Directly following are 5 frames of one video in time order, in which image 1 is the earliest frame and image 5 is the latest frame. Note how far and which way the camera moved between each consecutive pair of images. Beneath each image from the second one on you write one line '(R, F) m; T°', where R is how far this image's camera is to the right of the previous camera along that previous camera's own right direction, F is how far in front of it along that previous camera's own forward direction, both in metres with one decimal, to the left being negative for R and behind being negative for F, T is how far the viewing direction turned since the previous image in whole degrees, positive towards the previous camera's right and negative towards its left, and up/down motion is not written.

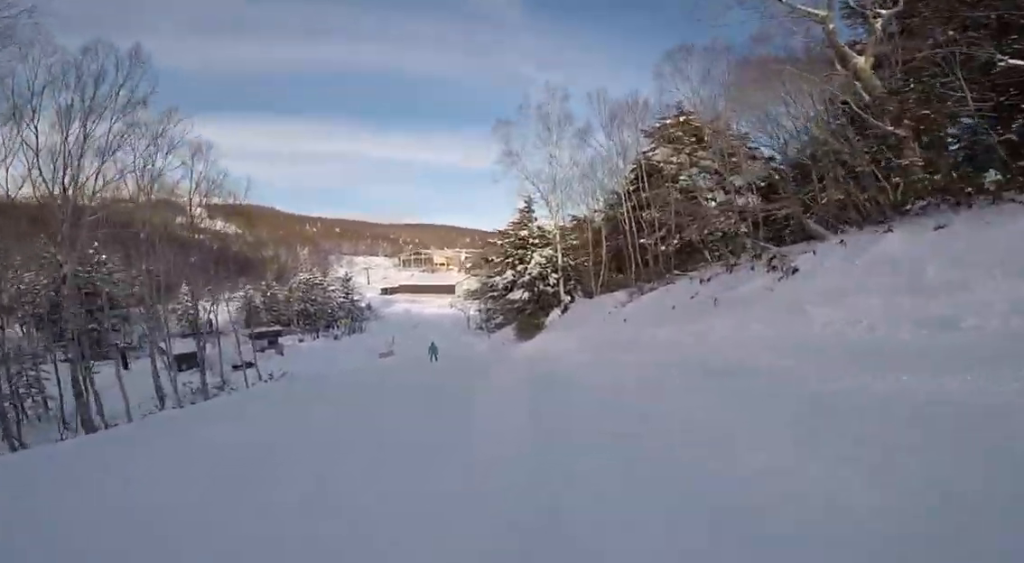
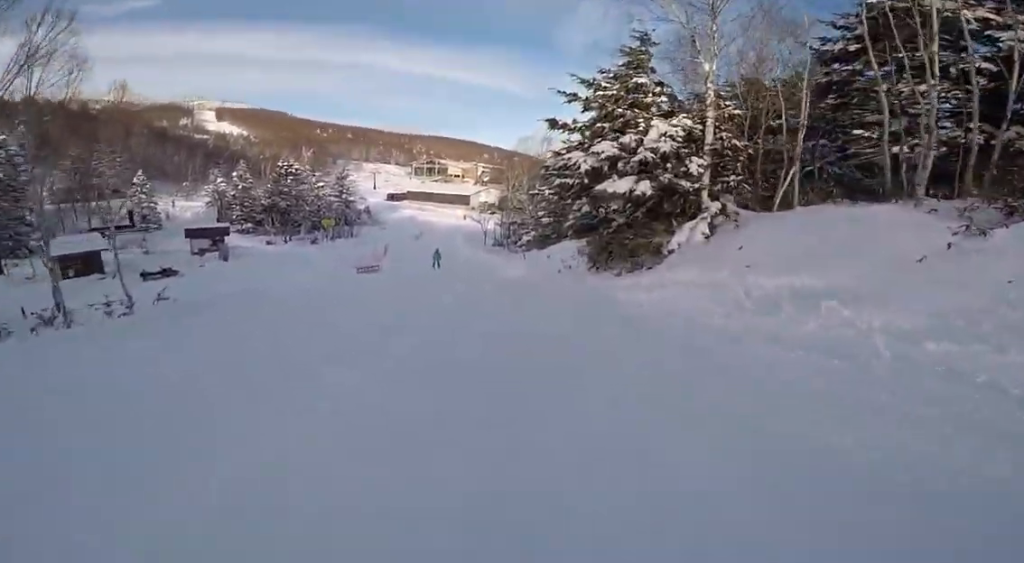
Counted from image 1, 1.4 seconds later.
(+0.4, +8.3) m; +4°
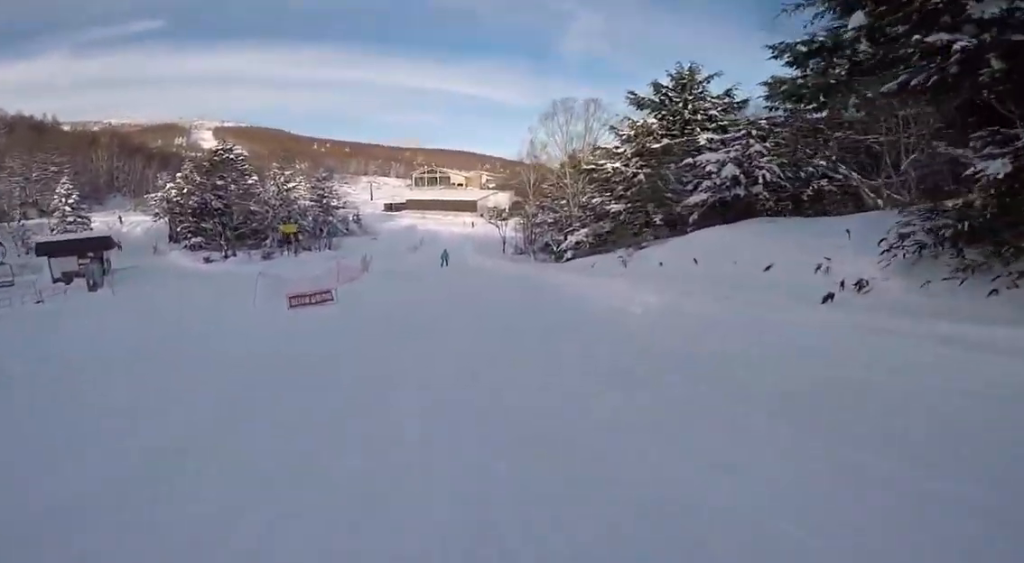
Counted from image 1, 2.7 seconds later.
(-0.7, +6.2) m; -7°
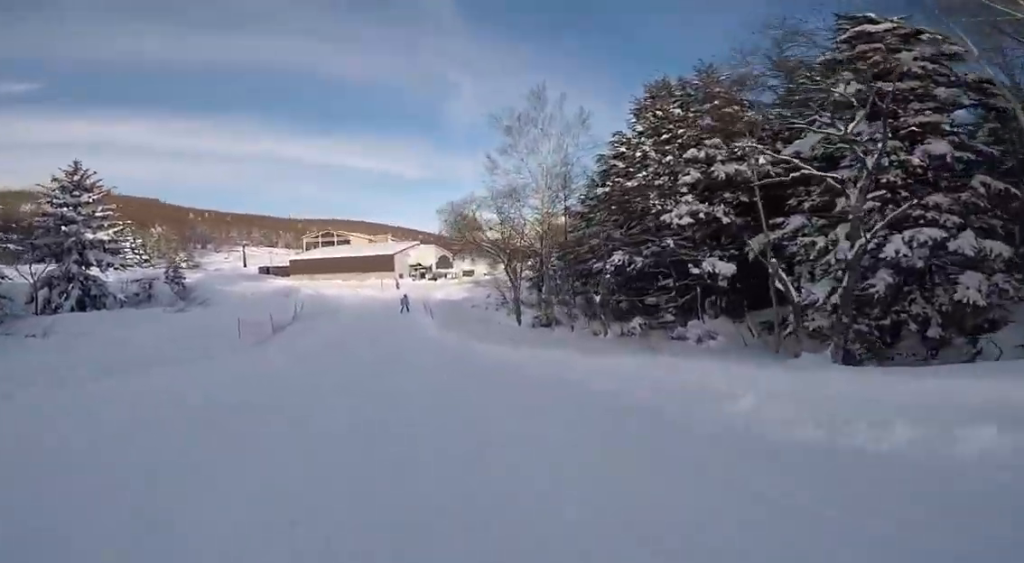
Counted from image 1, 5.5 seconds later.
(-0.1, +8.3) m; +18°
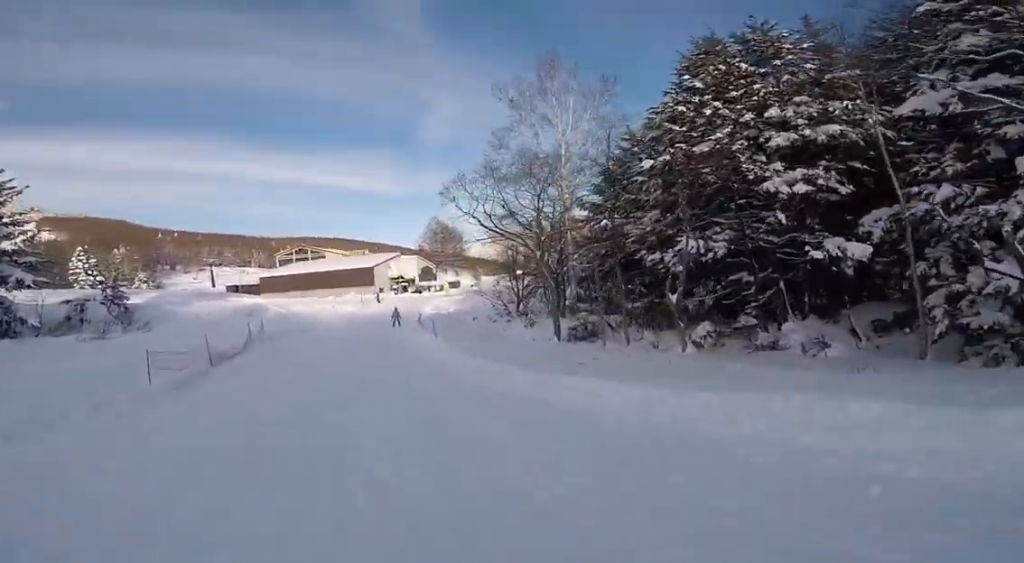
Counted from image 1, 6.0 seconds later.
(+0.1, +1.1) m; +6°
